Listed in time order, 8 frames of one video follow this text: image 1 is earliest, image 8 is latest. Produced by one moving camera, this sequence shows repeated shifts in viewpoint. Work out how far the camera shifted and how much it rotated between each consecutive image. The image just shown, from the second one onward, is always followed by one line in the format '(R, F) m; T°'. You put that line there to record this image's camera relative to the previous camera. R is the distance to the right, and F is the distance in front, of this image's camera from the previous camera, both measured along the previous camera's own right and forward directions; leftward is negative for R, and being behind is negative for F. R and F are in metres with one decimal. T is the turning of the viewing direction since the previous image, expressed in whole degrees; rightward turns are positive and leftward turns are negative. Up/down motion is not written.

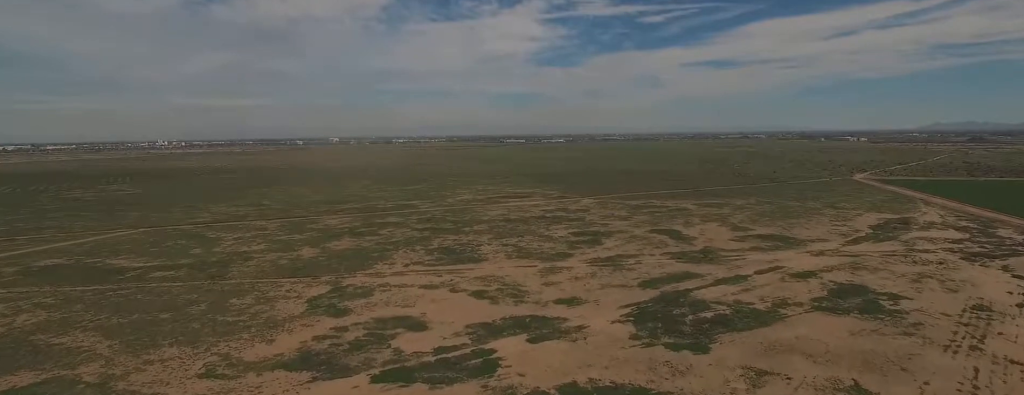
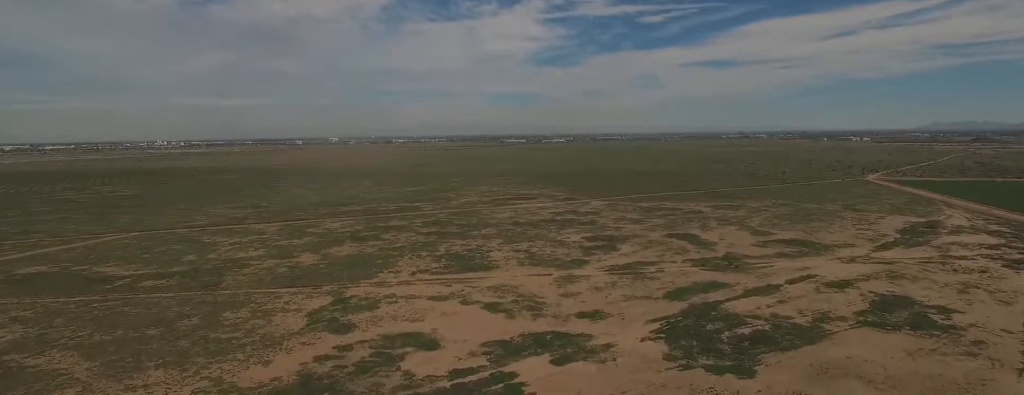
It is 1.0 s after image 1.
(+0.2, +15.5) m; -1°
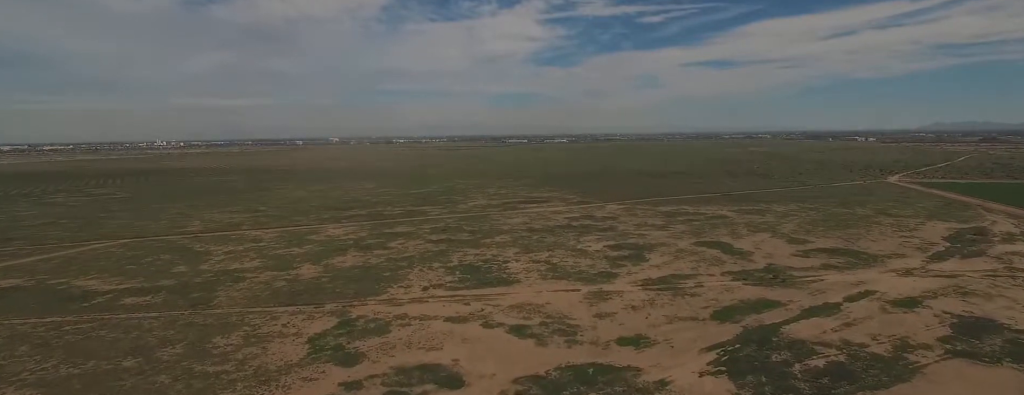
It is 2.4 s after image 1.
(-0.9, +23.6) m; -6°
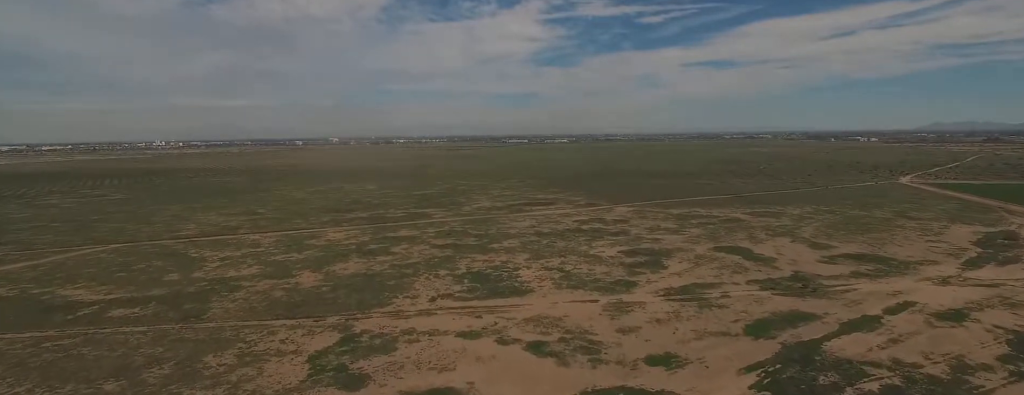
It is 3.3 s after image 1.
(-0.6, +13.6) m; -4°
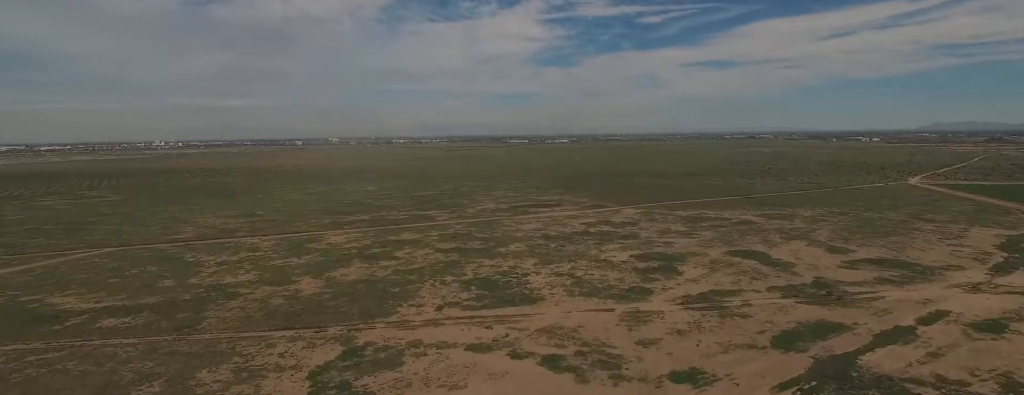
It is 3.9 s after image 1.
(-0.3, +9.6) m; -3°
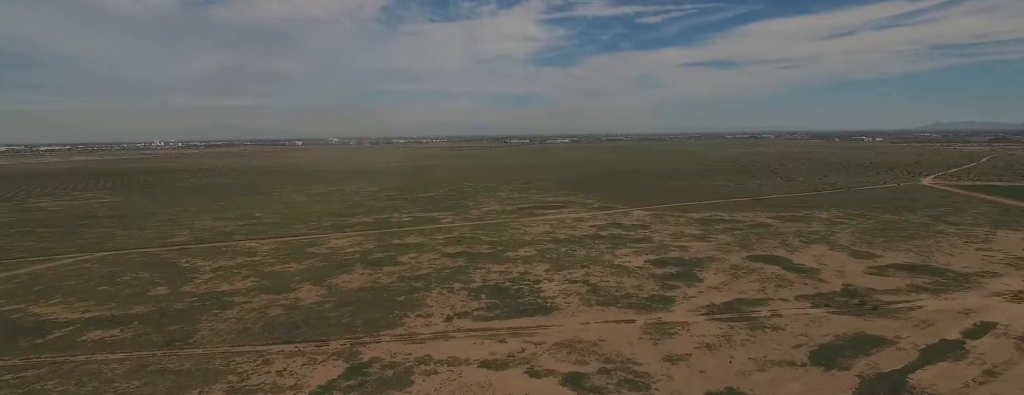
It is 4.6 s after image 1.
(-0.2, +11.7) m; -3°
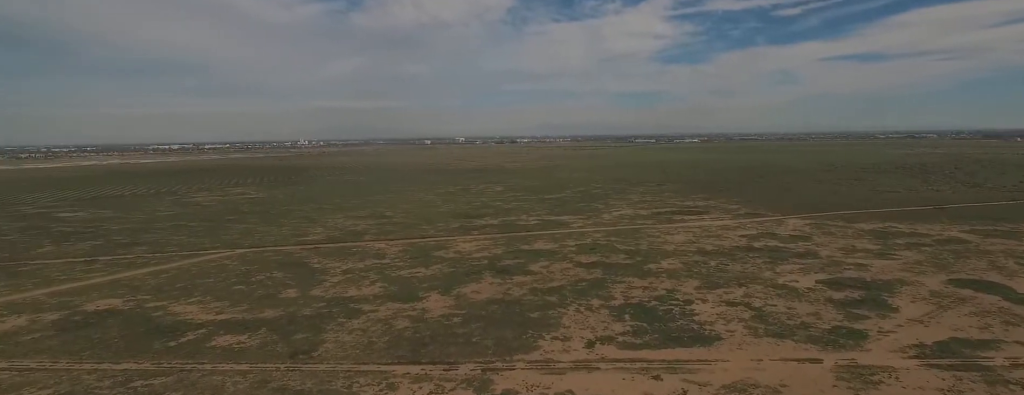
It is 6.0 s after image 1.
(-0.9, +22.4) m; -4°
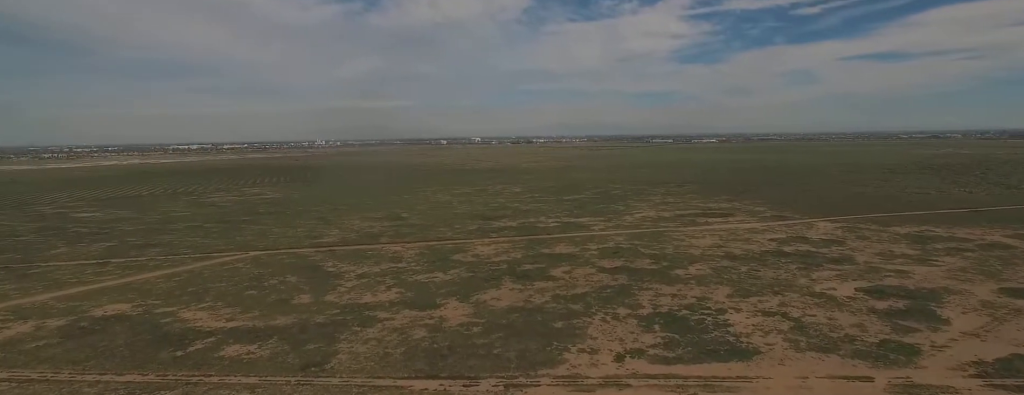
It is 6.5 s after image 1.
(+0.2, +9.3) m; -2°
